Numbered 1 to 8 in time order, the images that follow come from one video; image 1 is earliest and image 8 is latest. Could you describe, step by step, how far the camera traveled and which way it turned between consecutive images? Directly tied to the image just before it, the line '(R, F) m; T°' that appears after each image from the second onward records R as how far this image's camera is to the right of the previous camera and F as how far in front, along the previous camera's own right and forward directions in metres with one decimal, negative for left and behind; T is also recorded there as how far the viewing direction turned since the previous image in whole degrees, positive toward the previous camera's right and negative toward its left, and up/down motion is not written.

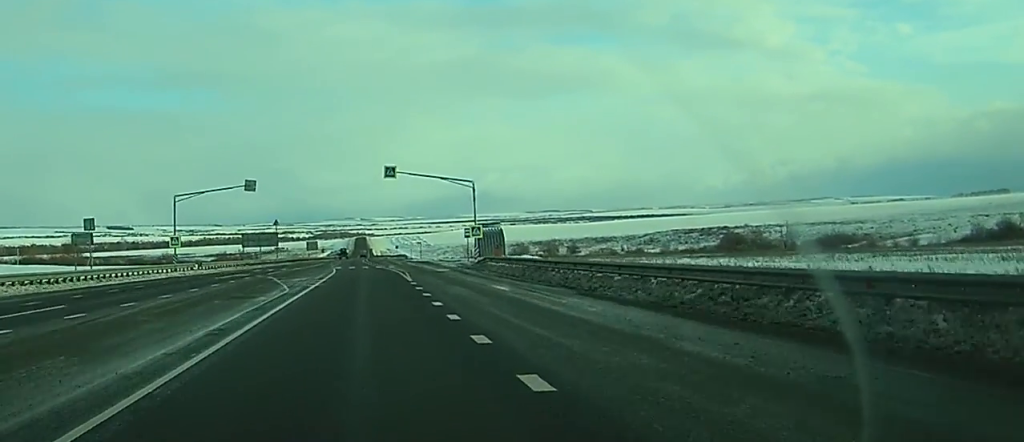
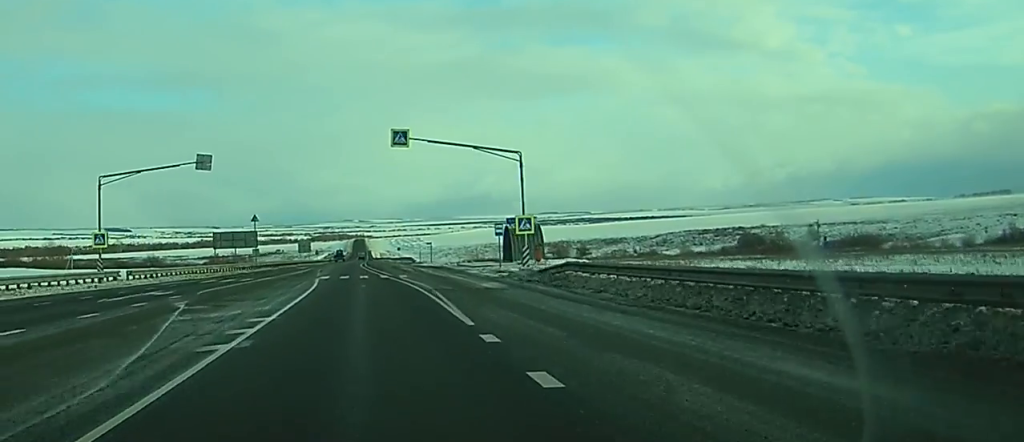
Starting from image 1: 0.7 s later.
(0.0, +19.7) m; 0°
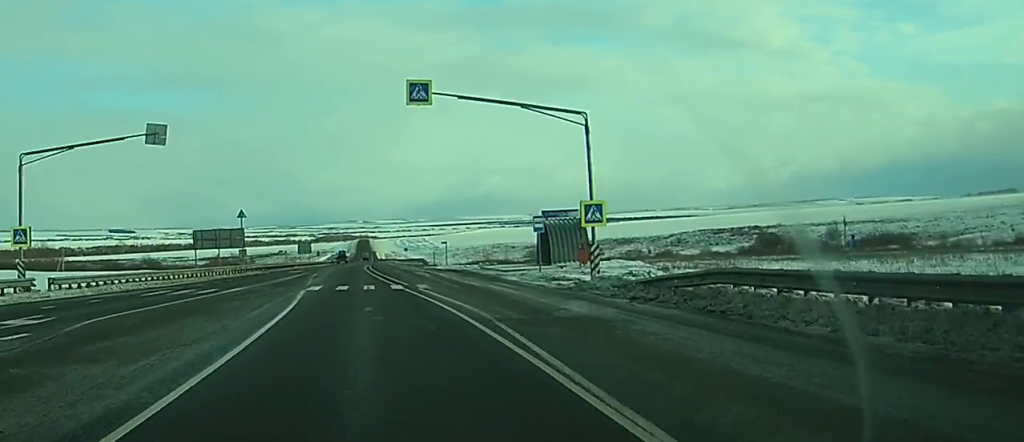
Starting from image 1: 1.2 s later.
(-0.1, +12.4) m; 0°
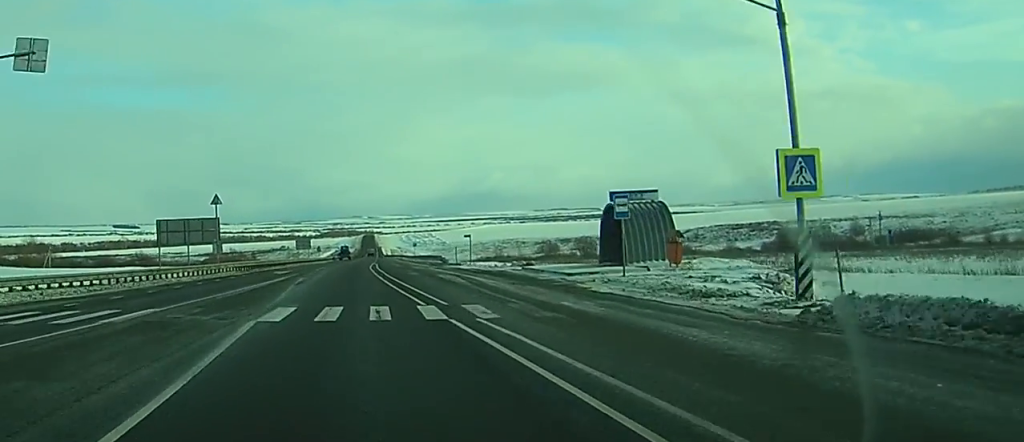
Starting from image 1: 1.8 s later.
(0.0, +15.1) m; 0°
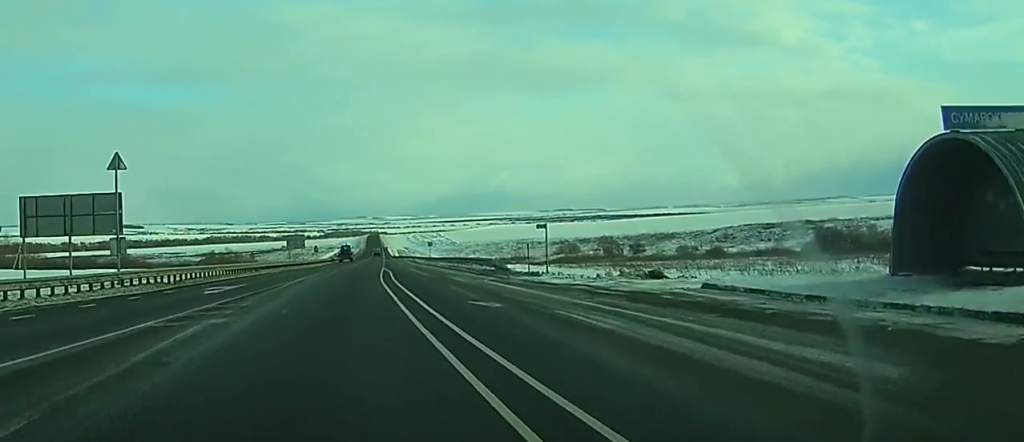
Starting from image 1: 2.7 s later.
(0.0, +25.5) m; 0°
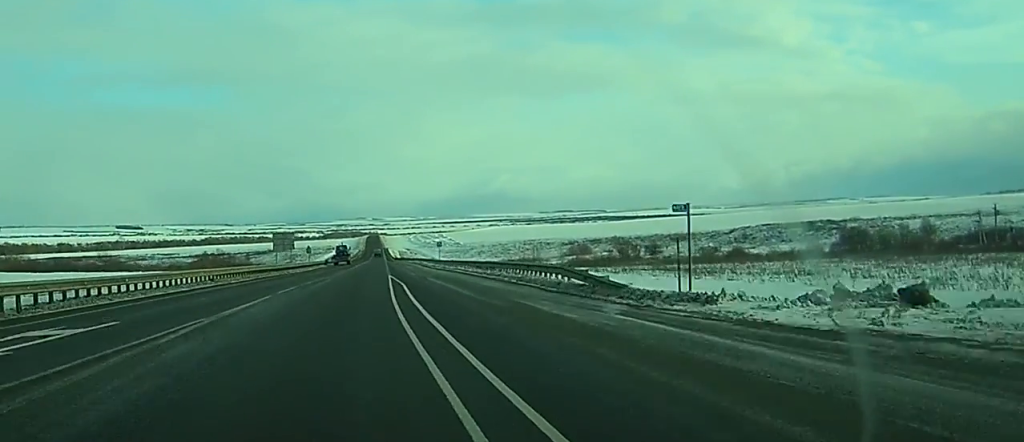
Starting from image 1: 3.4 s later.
(0.0, +17.6) m; 0°
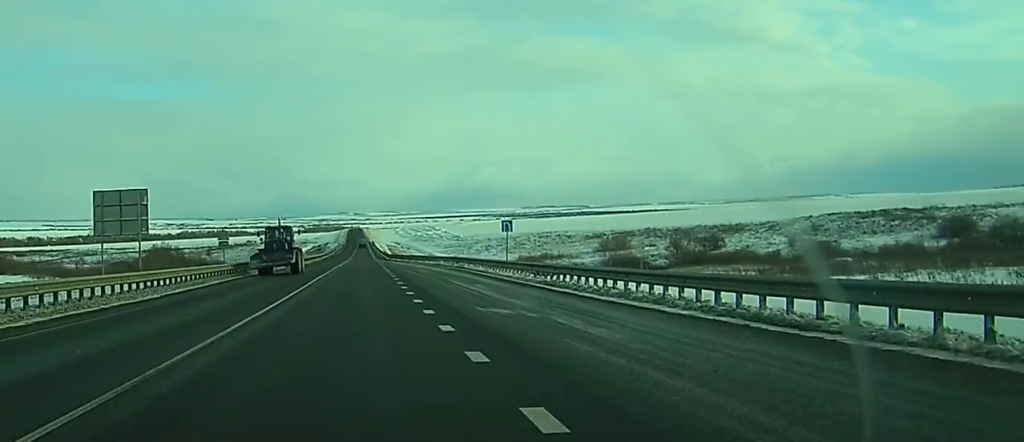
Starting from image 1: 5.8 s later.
(+0.5, +64.1) m; +1°
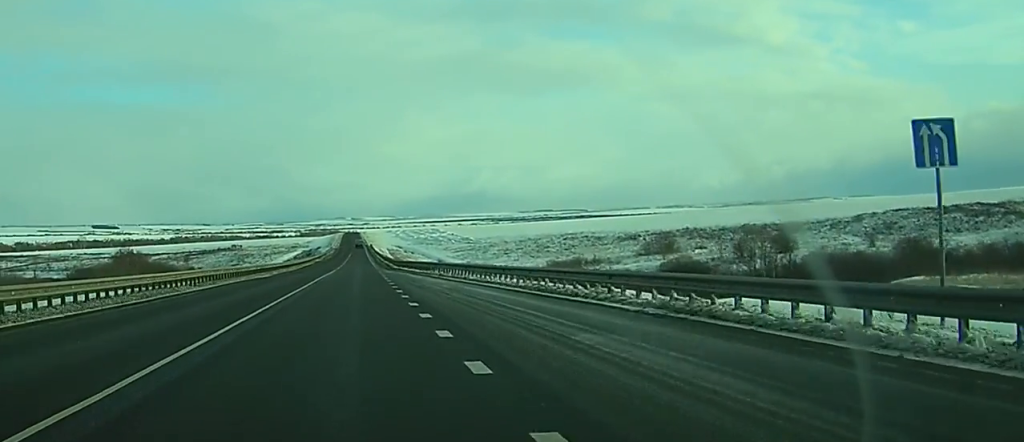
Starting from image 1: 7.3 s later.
(+0.2, +40.1) m; 0°
